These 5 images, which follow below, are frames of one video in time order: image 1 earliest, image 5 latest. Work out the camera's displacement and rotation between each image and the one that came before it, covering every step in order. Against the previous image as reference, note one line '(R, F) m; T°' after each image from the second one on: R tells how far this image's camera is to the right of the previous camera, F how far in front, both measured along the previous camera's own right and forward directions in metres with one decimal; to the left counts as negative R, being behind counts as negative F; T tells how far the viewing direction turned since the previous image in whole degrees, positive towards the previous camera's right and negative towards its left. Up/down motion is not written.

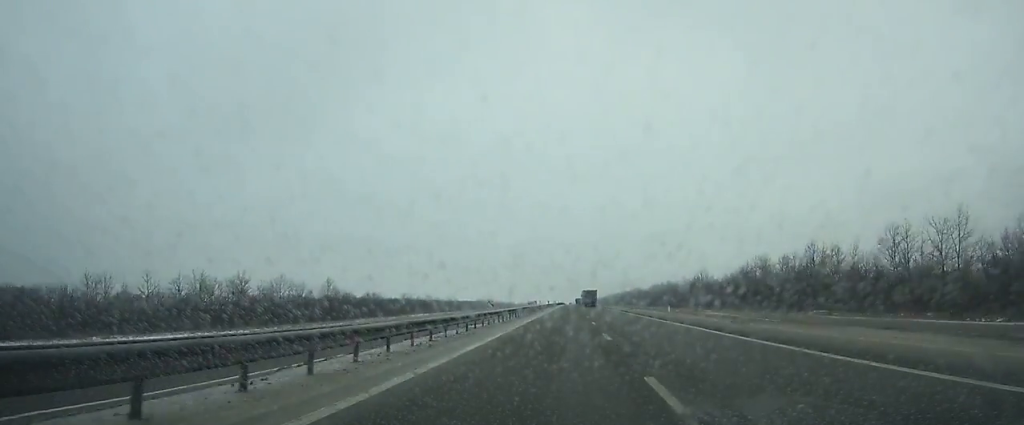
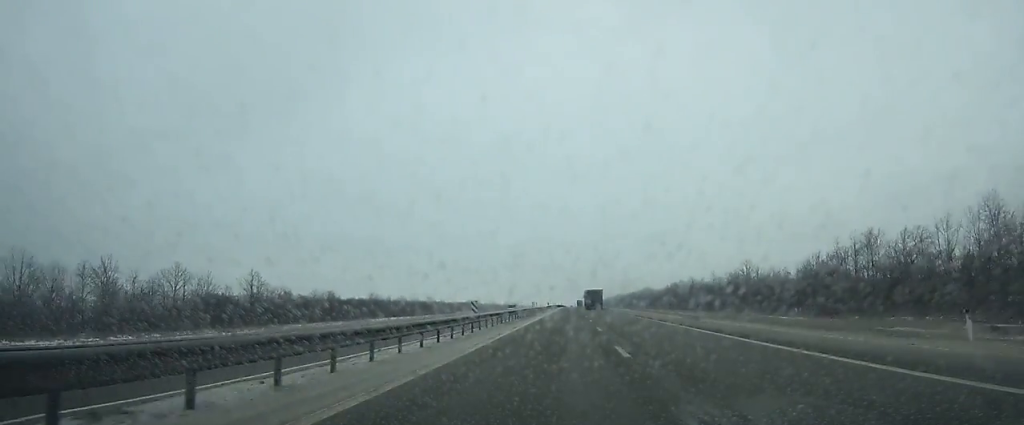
(-0.1, +41.0) m; 0°
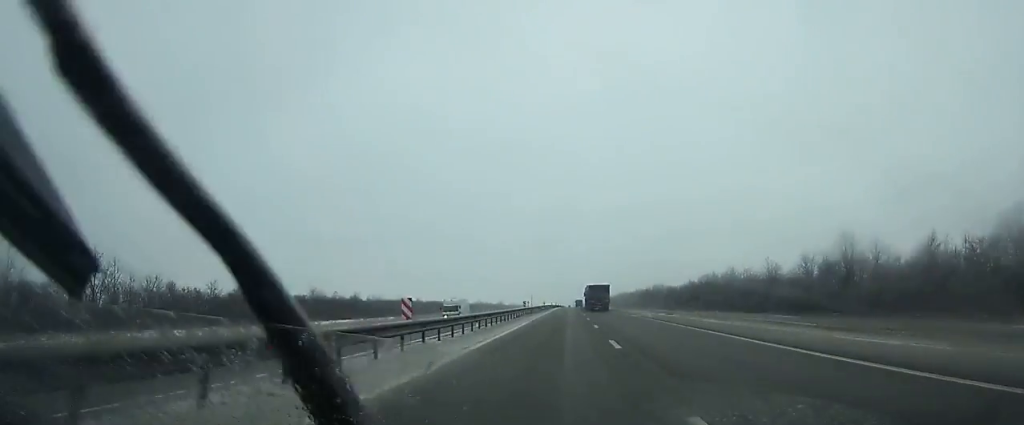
(-0.1, +46.5) m; 0°
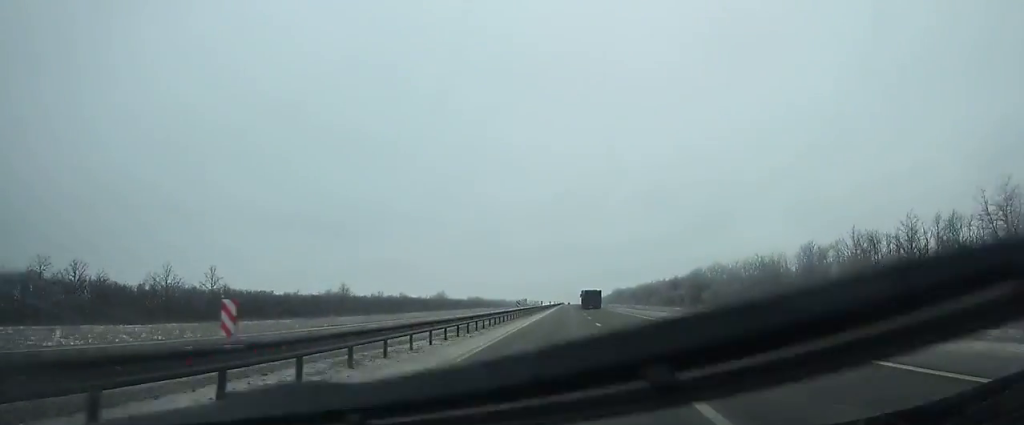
(+0.9, +262.1) m; 0°
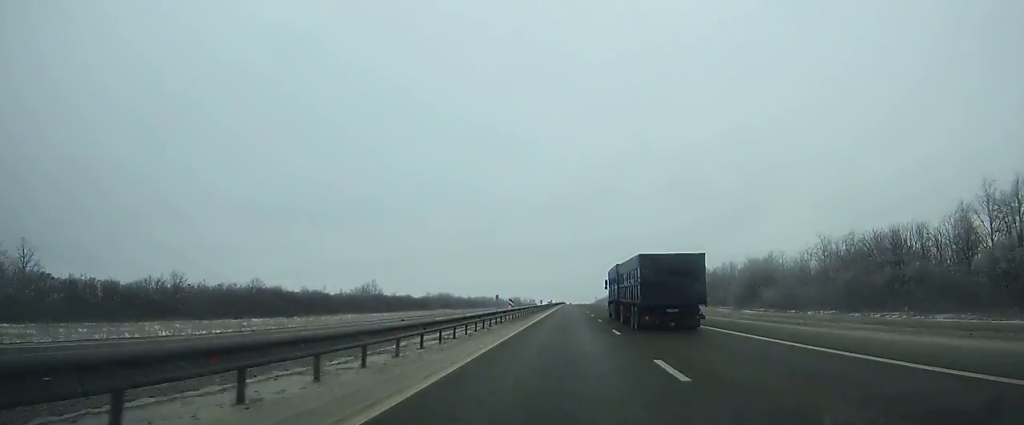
(-0.2, +118.1) m; 0°
